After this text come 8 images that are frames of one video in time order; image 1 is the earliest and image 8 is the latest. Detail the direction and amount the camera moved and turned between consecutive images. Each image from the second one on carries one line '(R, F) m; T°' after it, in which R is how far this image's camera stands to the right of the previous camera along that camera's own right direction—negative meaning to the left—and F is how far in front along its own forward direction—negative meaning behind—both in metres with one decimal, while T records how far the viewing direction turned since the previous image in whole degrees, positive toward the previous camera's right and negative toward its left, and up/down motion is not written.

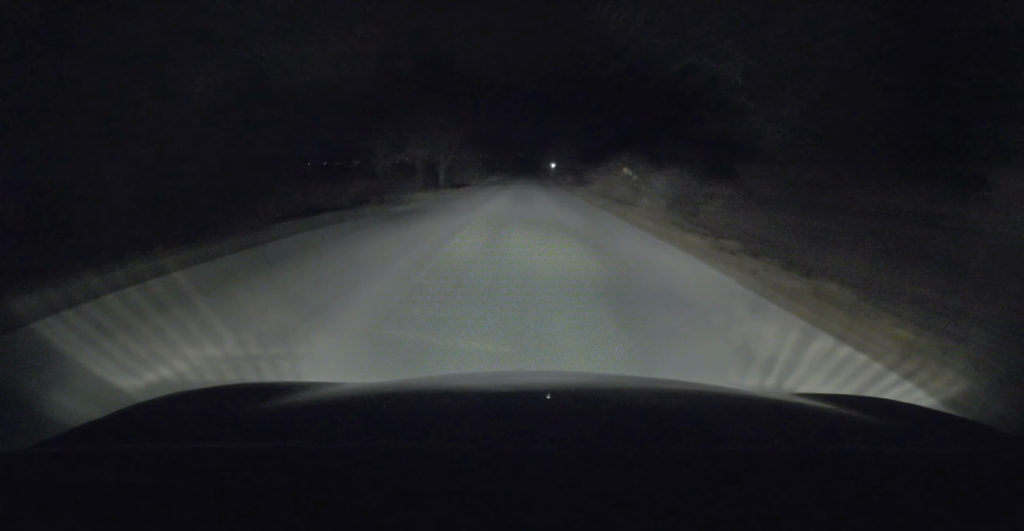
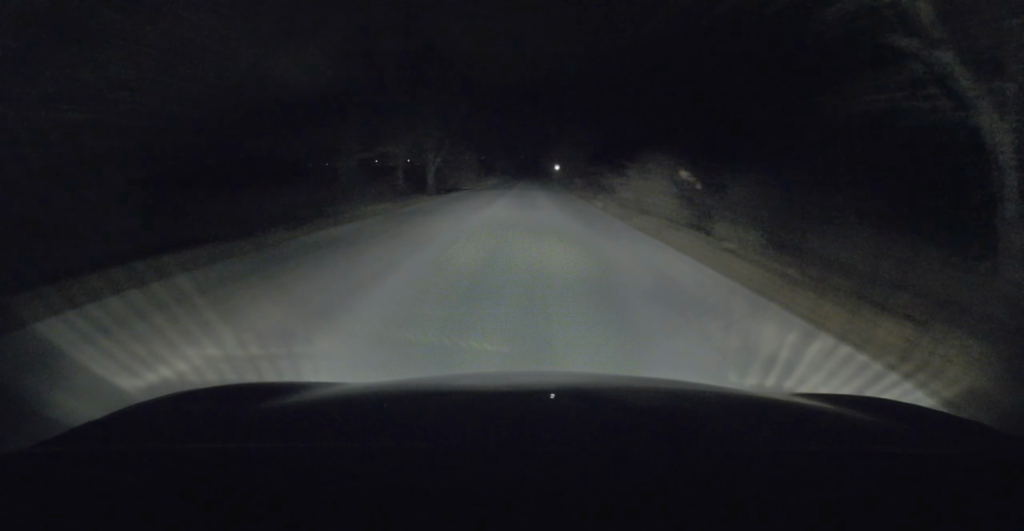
(0.0, +8.3) m; 0°
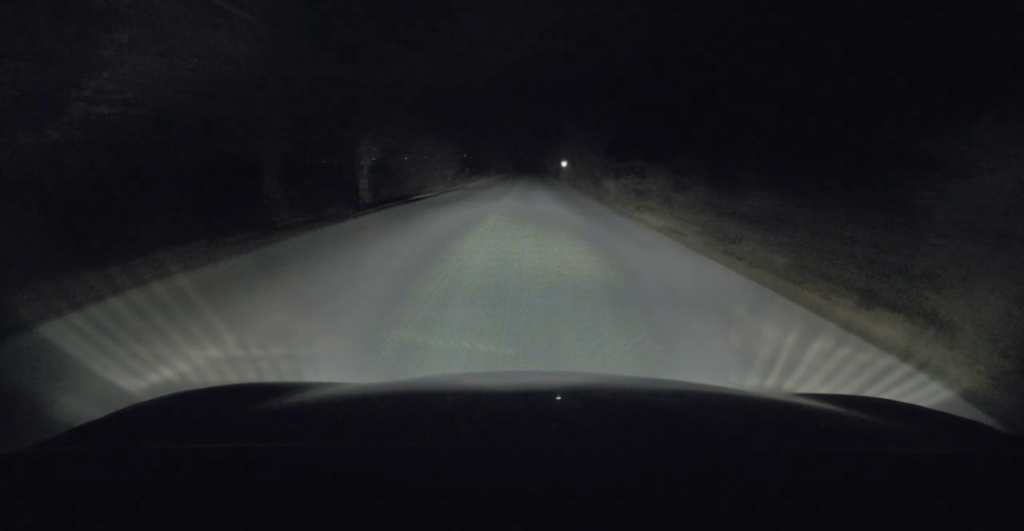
(0.0, +22.3) m; 0°
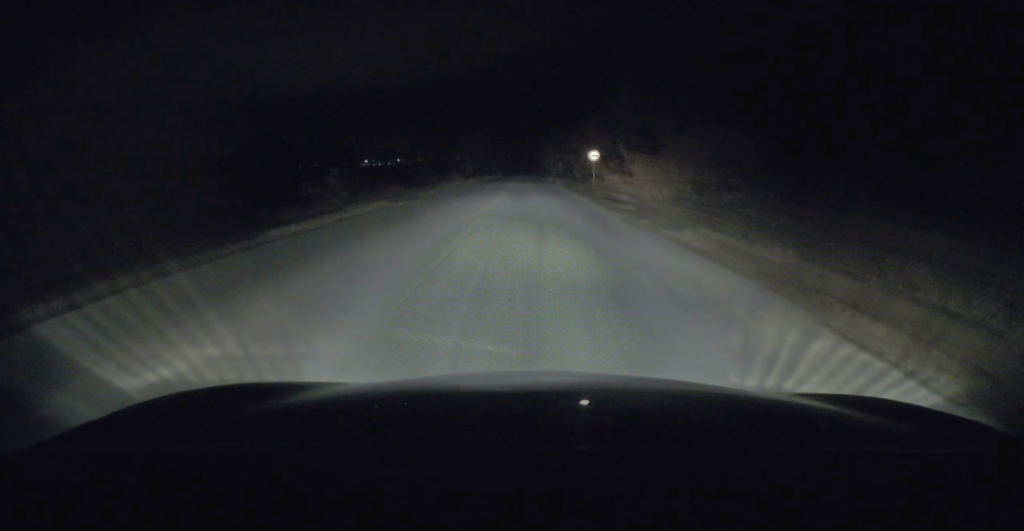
(0.0, +44.4) m; 0°
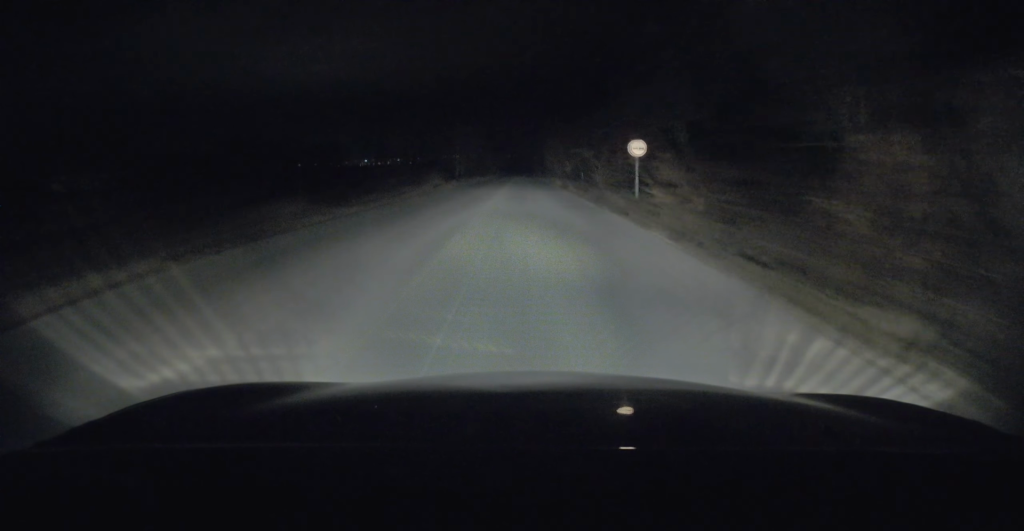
(0.0, +14.9) m; 0°
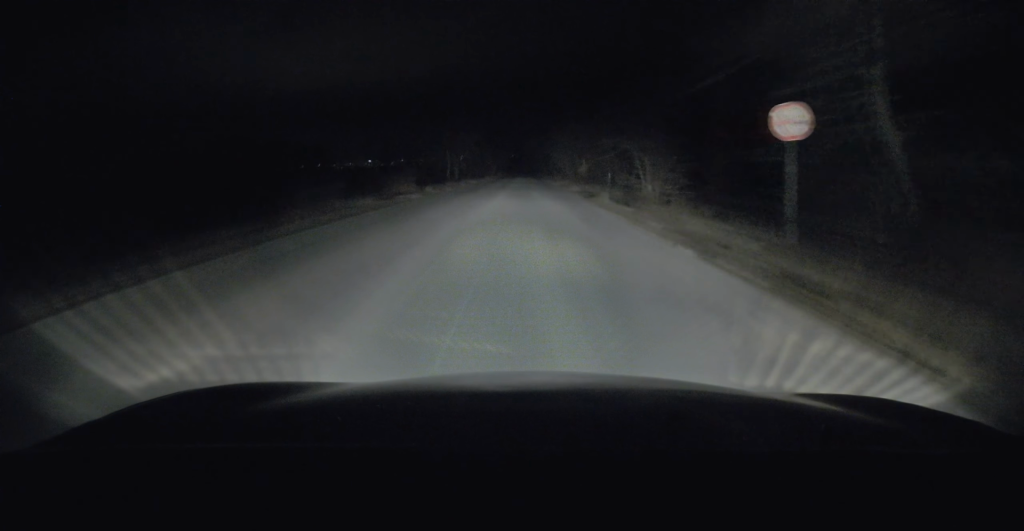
(0.0, +13.6) m; 0°
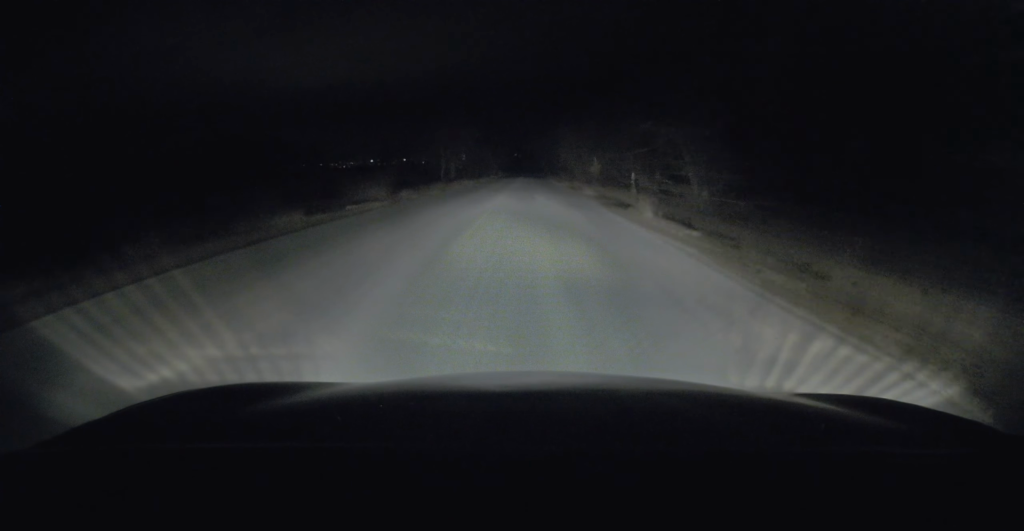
(0.0, +7.0) m; 0°
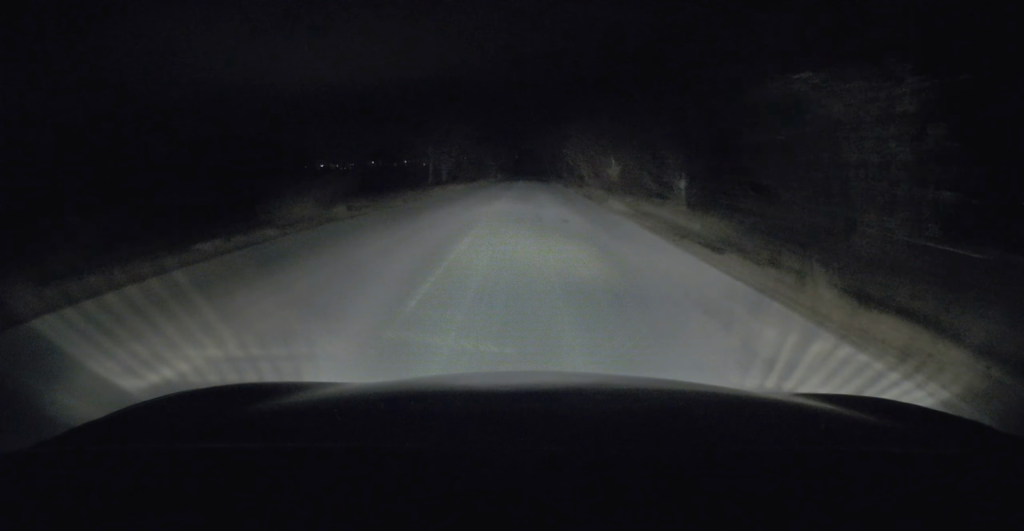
(0.0, +8.8) m; 0°
